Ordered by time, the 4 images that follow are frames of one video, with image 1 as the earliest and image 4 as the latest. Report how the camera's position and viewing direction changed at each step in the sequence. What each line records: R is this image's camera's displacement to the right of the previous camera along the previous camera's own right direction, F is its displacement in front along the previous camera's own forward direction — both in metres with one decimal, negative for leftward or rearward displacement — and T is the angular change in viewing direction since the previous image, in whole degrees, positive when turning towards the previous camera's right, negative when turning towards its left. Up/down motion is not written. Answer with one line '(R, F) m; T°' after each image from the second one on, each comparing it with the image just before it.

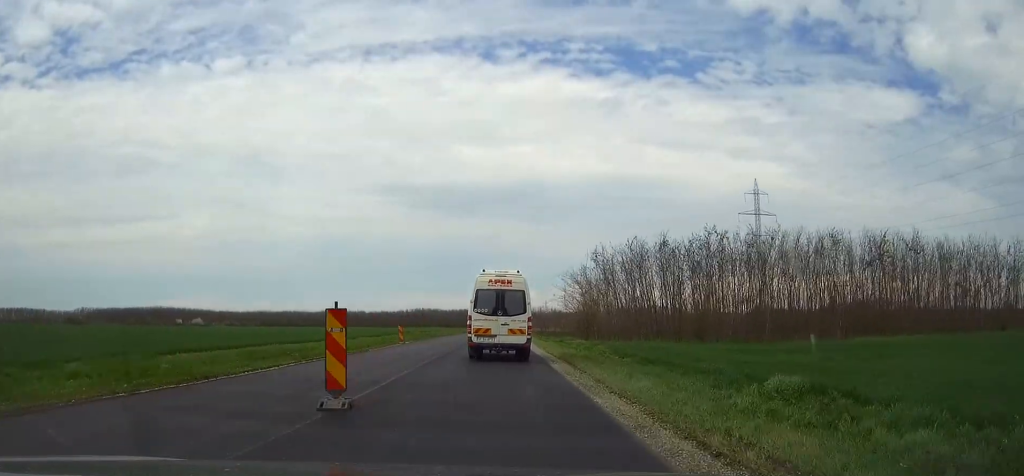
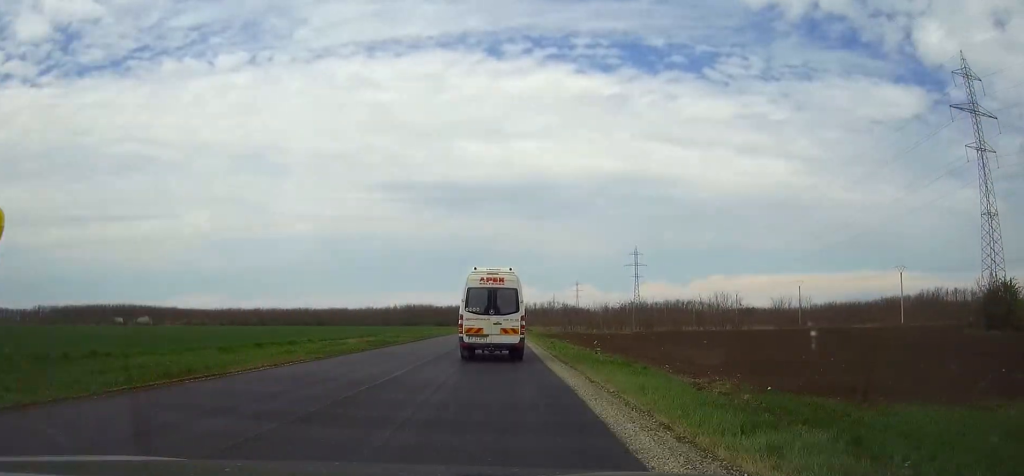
(0.0, +78.0) m; 0°
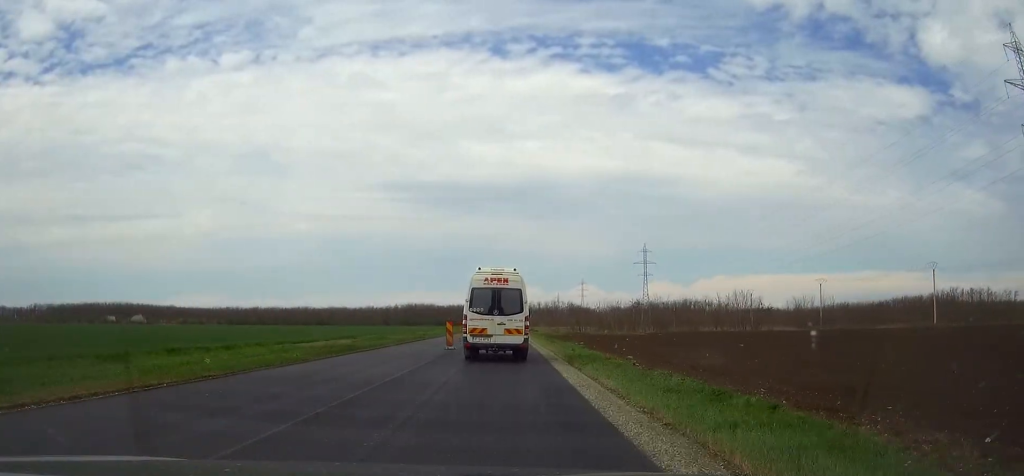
(0.0, +11.0) m; 0°
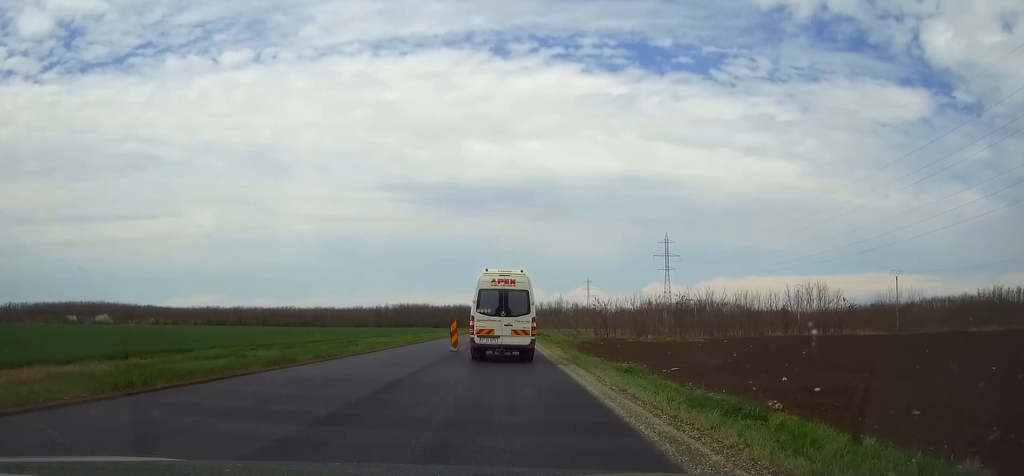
(0.0, +37.0) m; 0°
